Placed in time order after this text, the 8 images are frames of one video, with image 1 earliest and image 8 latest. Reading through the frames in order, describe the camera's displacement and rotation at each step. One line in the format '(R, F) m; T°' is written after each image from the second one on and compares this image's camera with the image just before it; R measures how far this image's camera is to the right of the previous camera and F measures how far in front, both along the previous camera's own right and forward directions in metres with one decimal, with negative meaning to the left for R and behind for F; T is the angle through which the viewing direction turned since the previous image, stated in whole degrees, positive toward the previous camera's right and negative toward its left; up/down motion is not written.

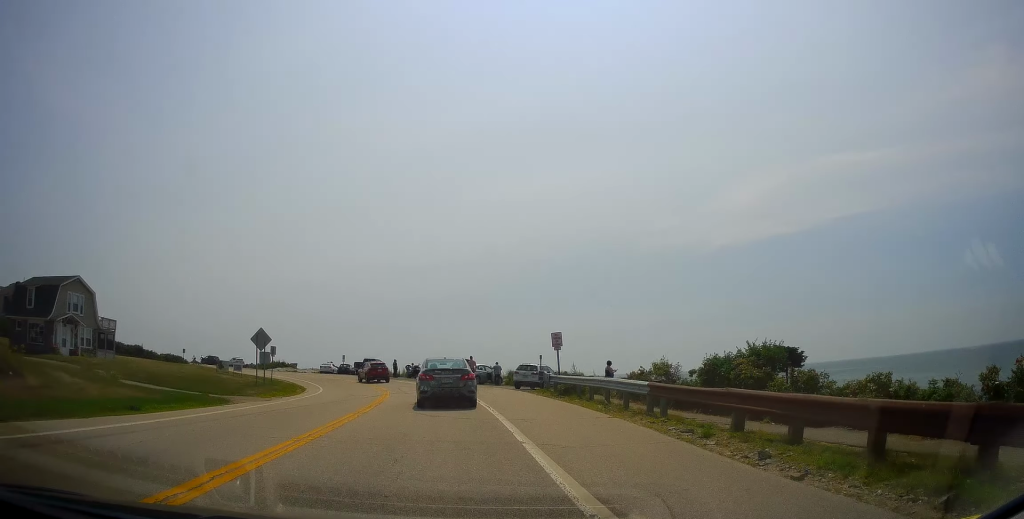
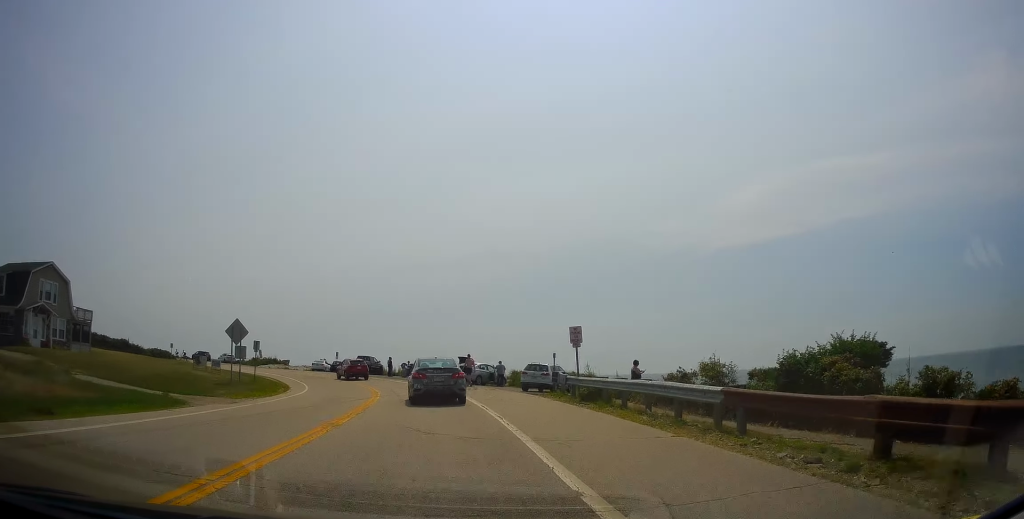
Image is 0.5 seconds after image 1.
(-0.1, +3.9) m; +2°
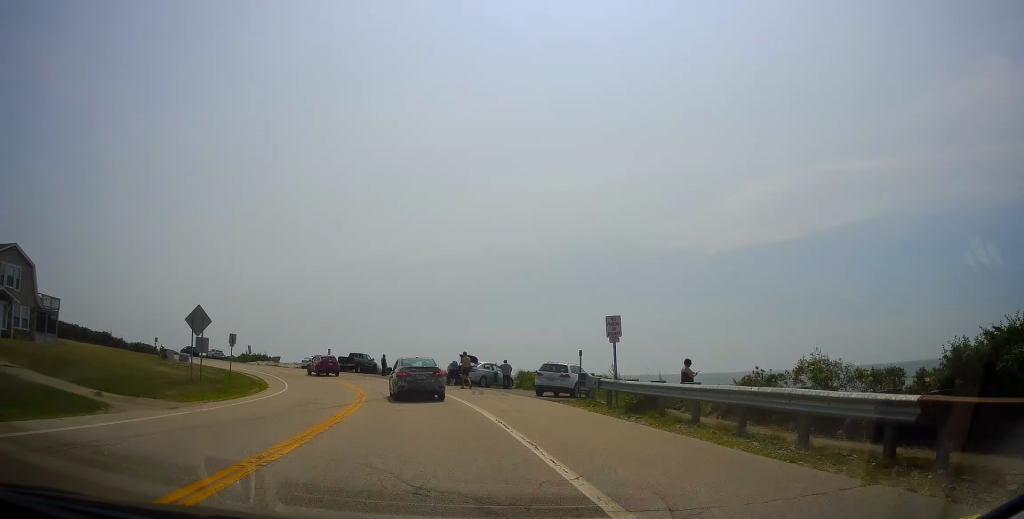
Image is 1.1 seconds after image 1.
(-0.2, +5.0) m; +2°
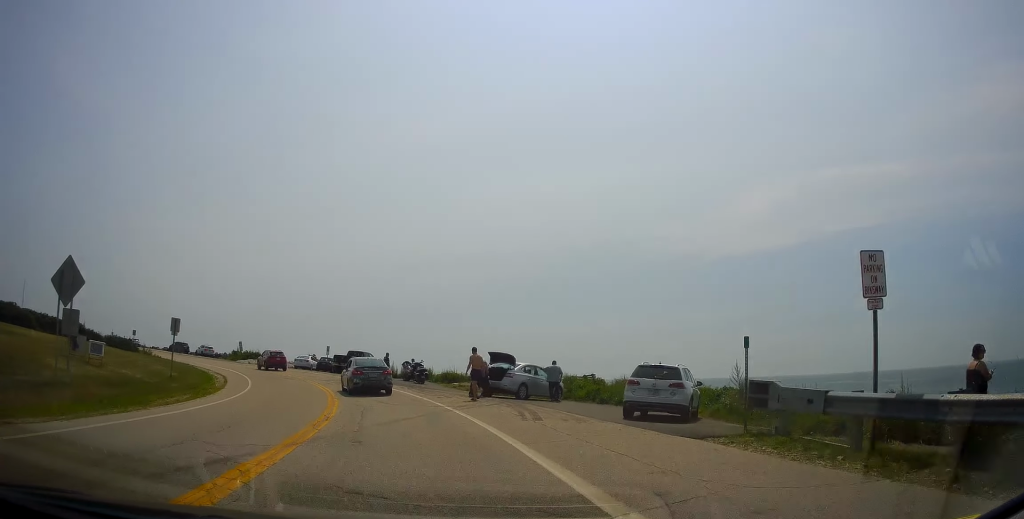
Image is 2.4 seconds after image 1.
(0.0, +10.9) m; -9°
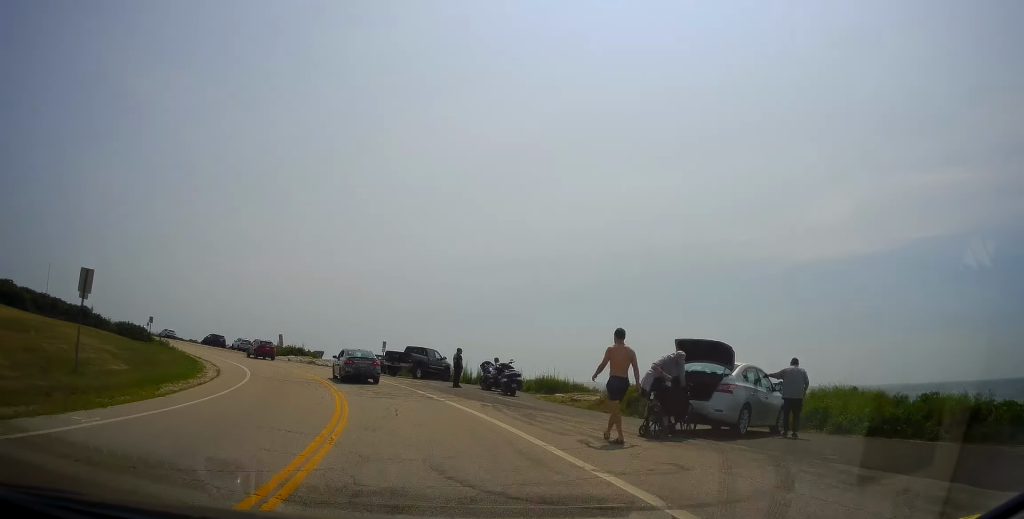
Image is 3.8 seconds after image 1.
(-1.6, +12.6) m; -9°
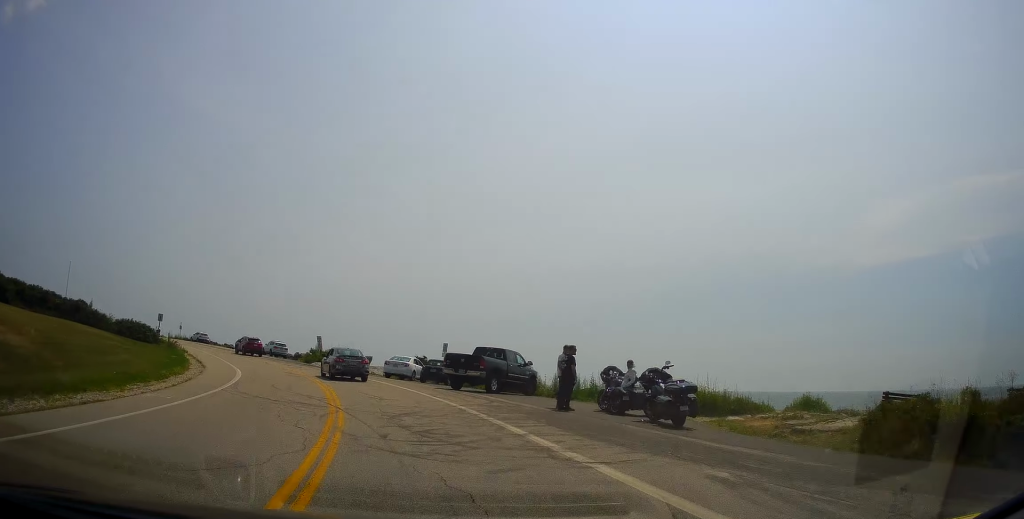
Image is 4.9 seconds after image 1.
(-0.2, +11.5) m; -4°
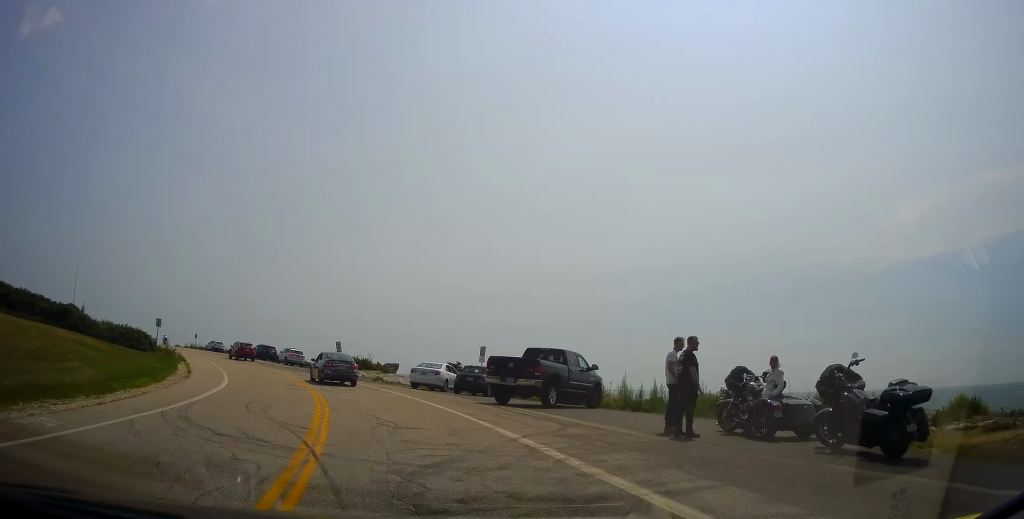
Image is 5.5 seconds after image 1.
(-0.2, +6.1) m; -6°
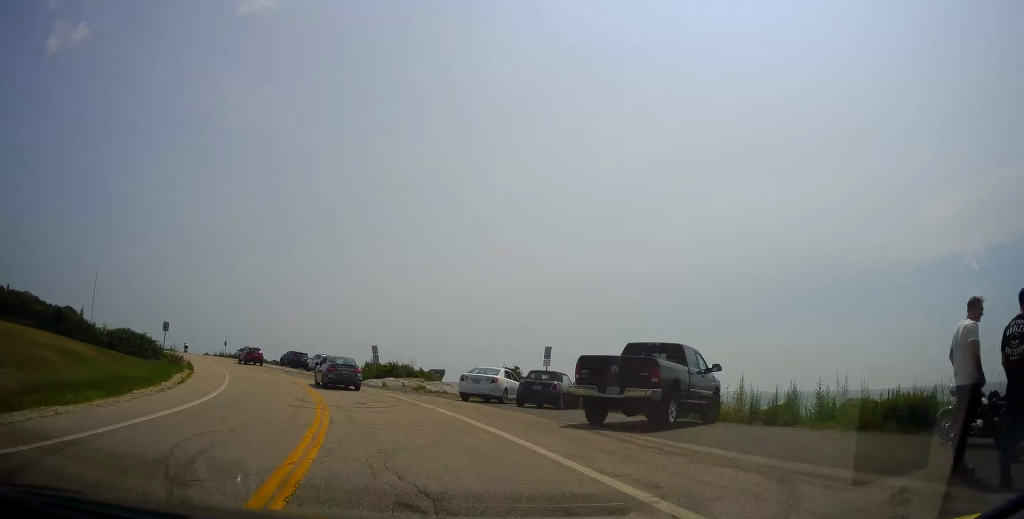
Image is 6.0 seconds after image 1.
(+0.2, +6.2) m; -6°
